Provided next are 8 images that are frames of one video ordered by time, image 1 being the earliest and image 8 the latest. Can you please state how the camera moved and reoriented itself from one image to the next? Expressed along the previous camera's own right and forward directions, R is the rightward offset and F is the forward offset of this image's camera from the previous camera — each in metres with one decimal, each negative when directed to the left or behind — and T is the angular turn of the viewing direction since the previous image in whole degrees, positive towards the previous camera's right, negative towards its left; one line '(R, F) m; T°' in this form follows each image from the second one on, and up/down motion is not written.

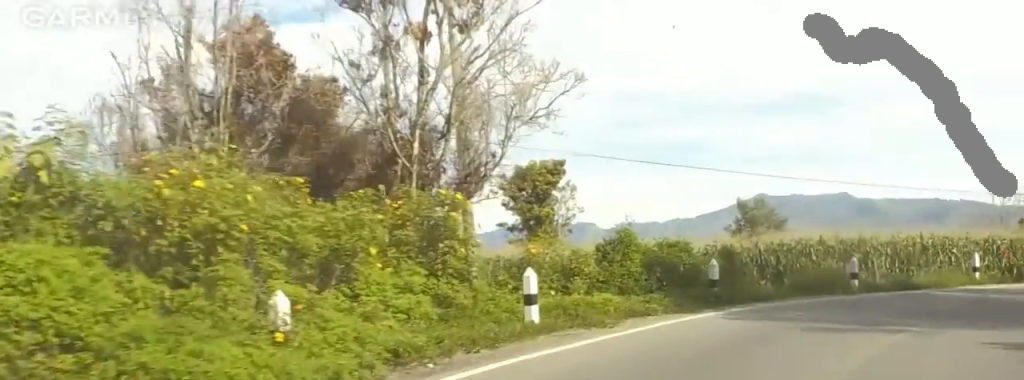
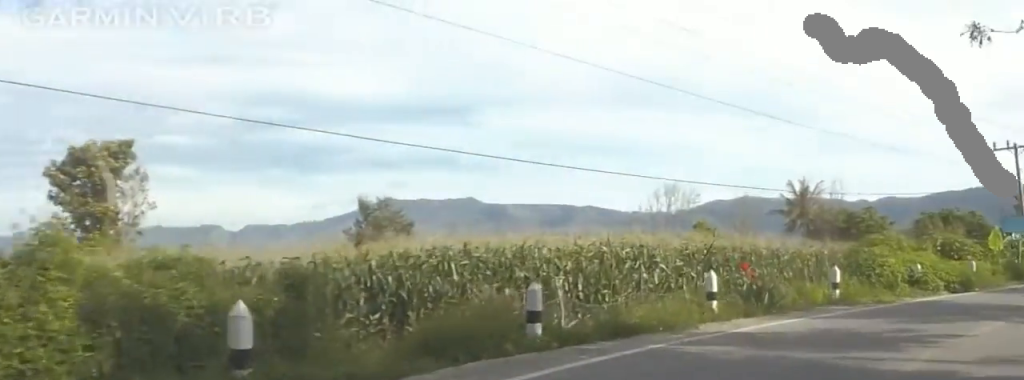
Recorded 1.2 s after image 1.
(+1.0, +10.5) m; +19°
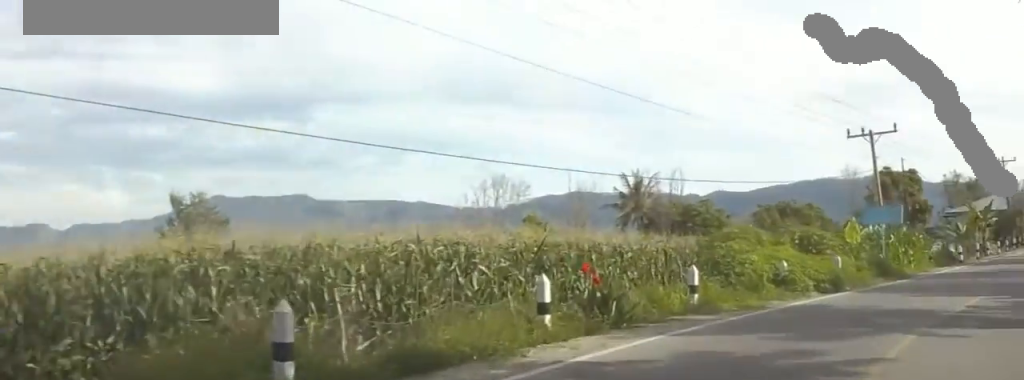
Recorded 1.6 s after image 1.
(+0.7, +4.0) m; +8°
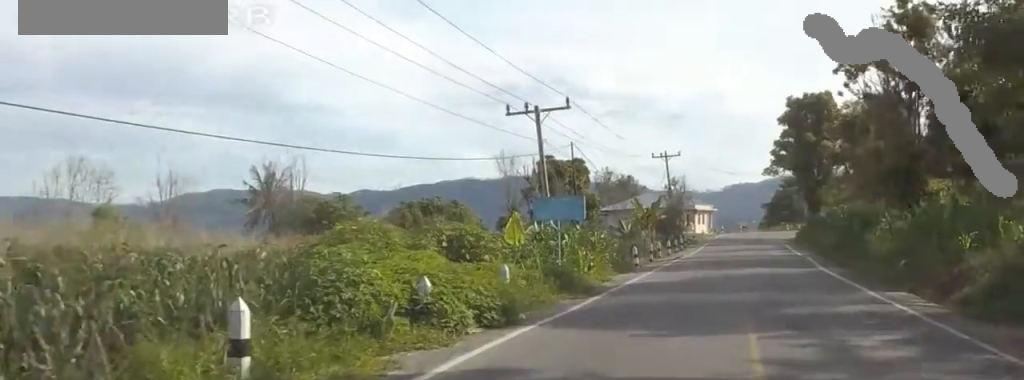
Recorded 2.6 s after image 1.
(+1.0, +9.8) m; +12°
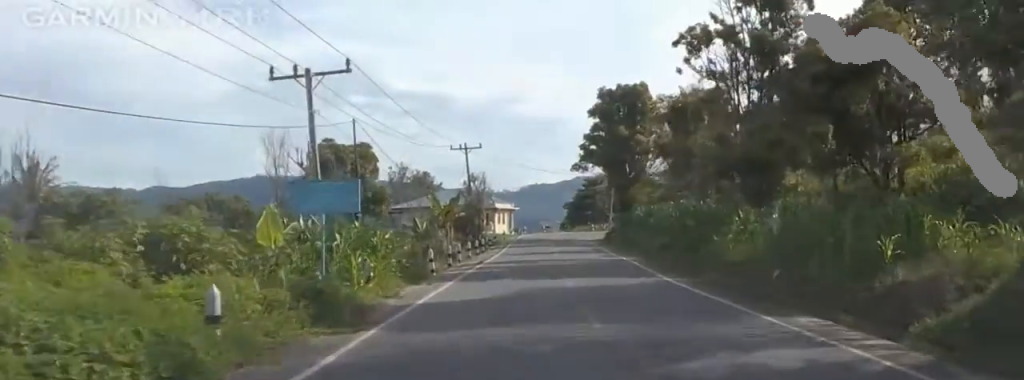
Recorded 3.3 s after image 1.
(+0.6, +7.8) m; +9°
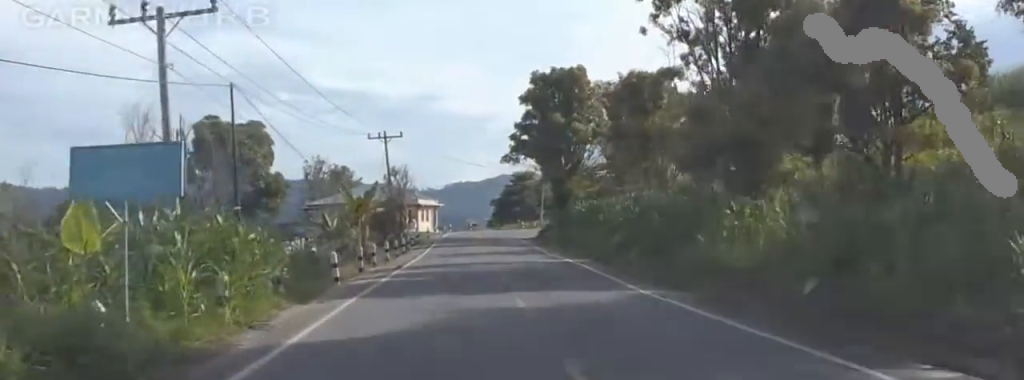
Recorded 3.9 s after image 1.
(+0.3, +7.1) m; +9°
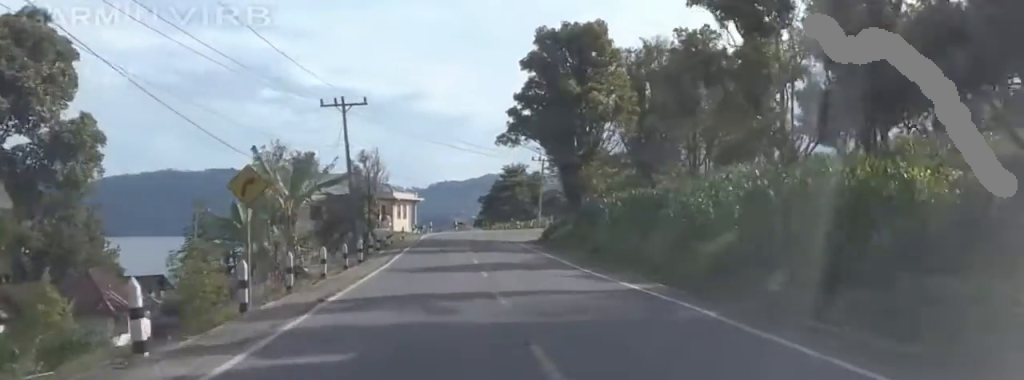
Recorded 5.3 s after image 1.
(+1.9, +15.7) m; +8°
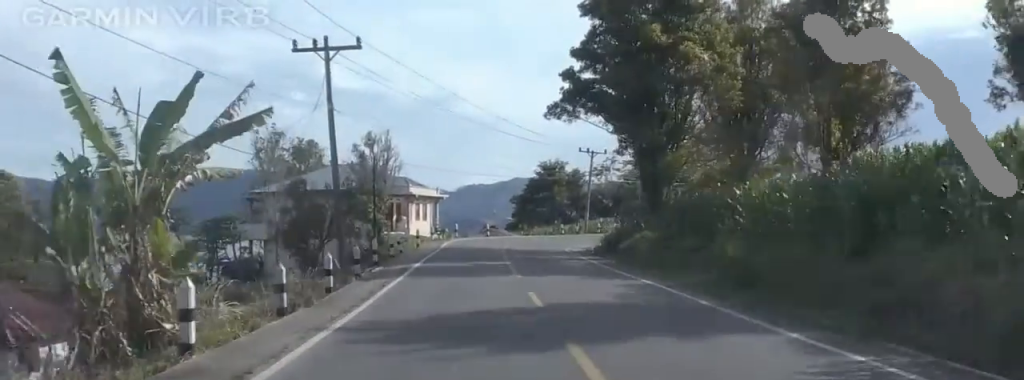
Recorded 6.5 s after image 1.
(+0.4, +14.4) m; +3°
